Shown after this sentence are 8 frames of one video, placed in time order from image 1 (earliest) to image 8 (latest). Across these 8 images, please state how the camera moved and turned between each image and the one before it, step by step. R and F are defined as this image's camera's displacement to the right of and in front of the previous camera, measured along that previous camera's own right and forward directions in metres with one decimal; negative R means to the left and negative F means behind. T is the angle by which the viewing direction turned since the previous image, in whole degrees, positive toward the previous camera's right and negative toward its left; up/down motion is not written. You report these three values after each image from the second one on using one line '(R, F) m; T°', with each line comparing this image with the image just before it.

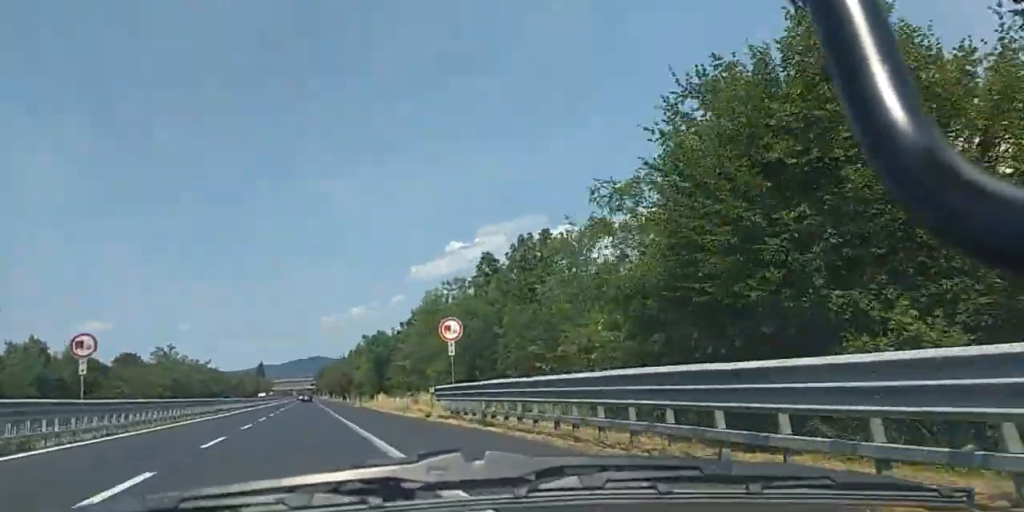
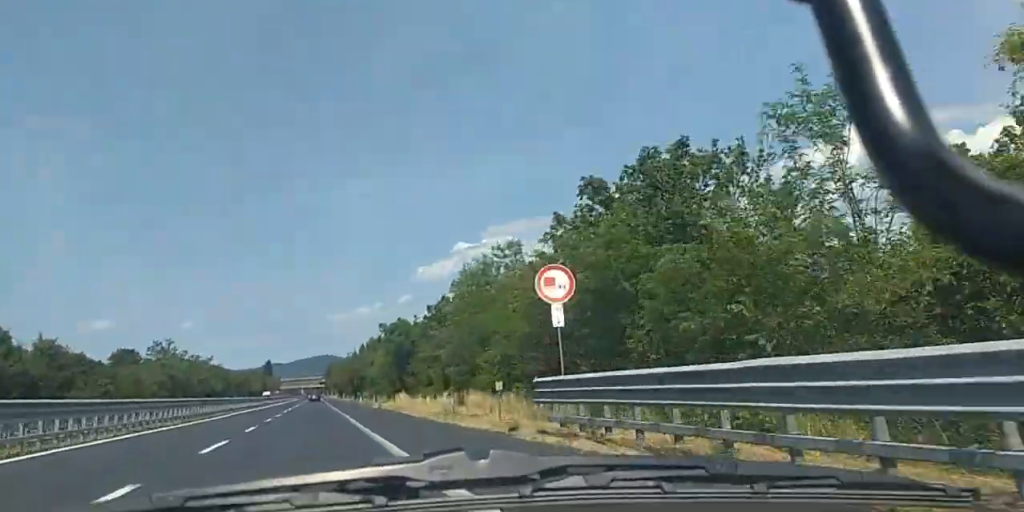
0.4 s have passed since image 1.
(+0.1, +12.6) m; 0°
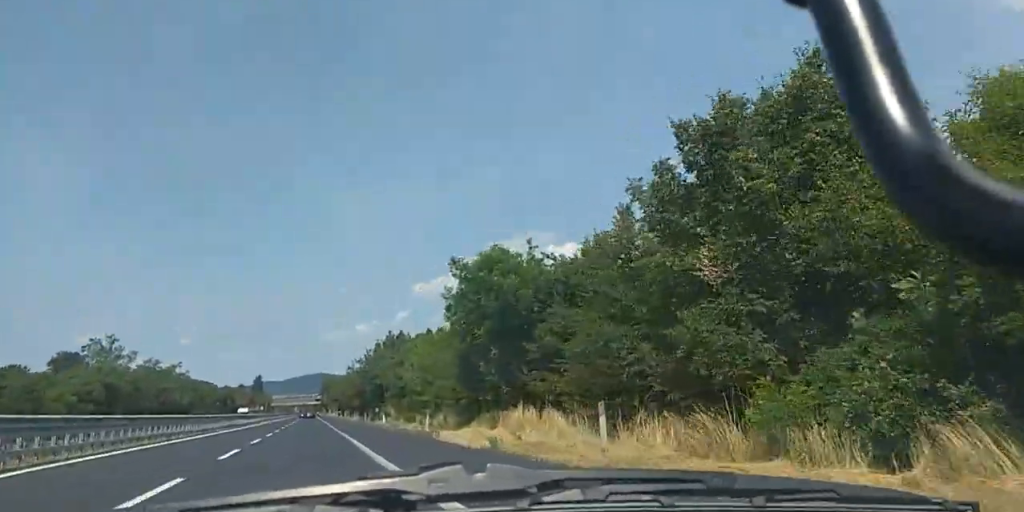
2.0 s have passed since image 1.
(0.0, +42.5) m; -1°
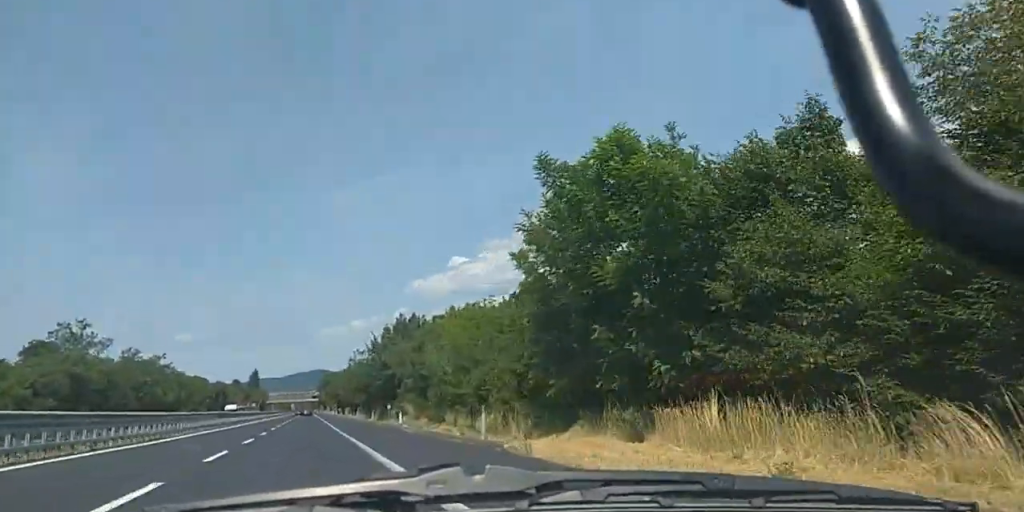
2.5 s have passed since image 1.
(+0.1, +14.5) m; -1°
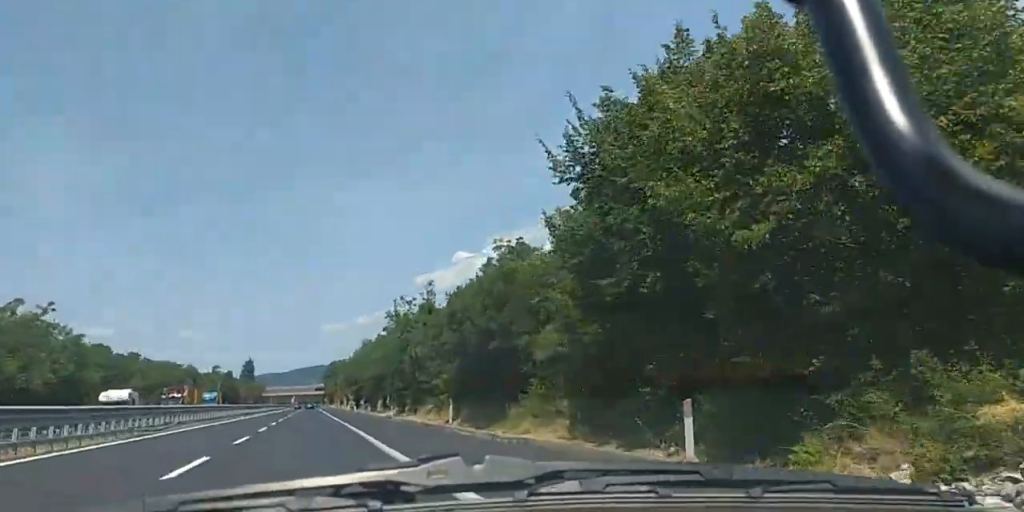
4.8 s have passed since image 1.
(-1.0, +64.3) m; -1°
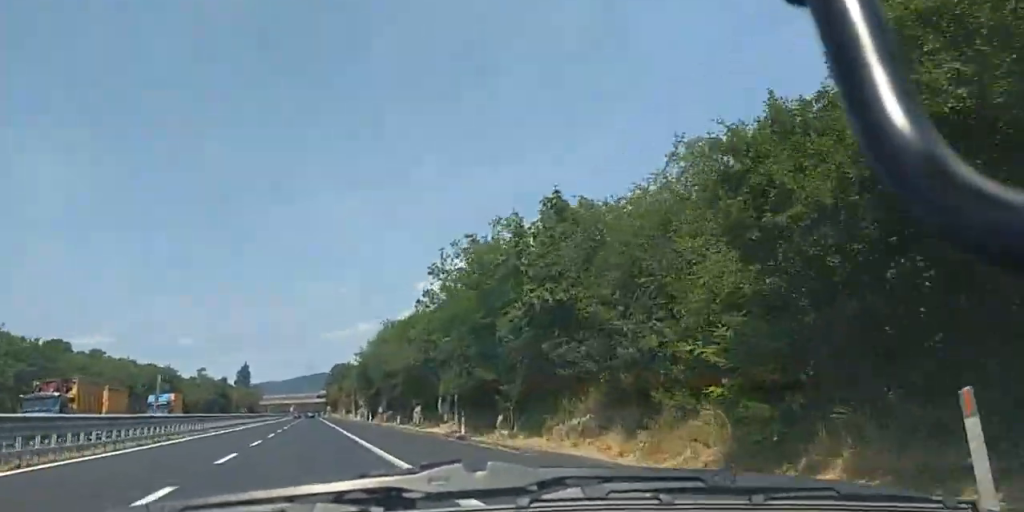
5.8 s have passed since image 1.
(0.0, +28.7) m; 0°
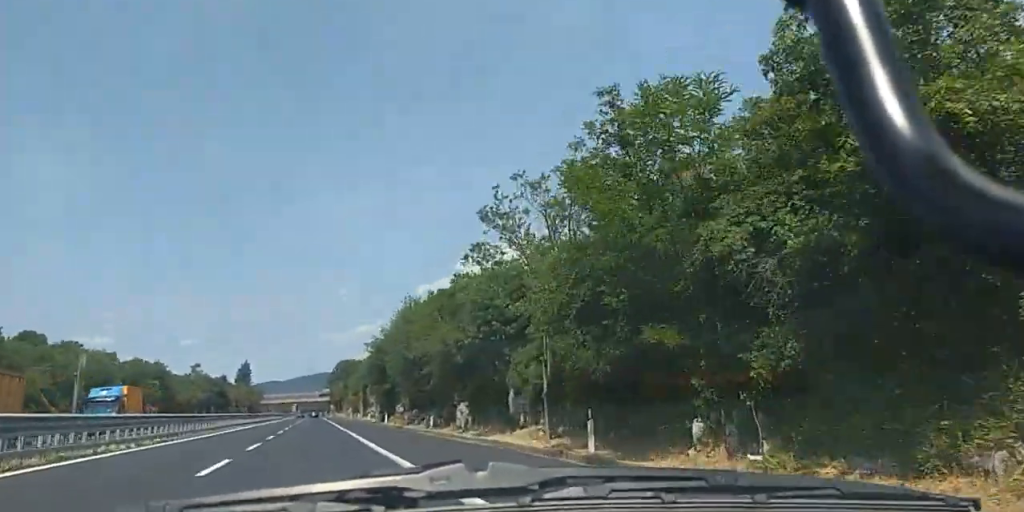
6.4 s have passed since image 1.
(+0.1, +15.3) m; 0°
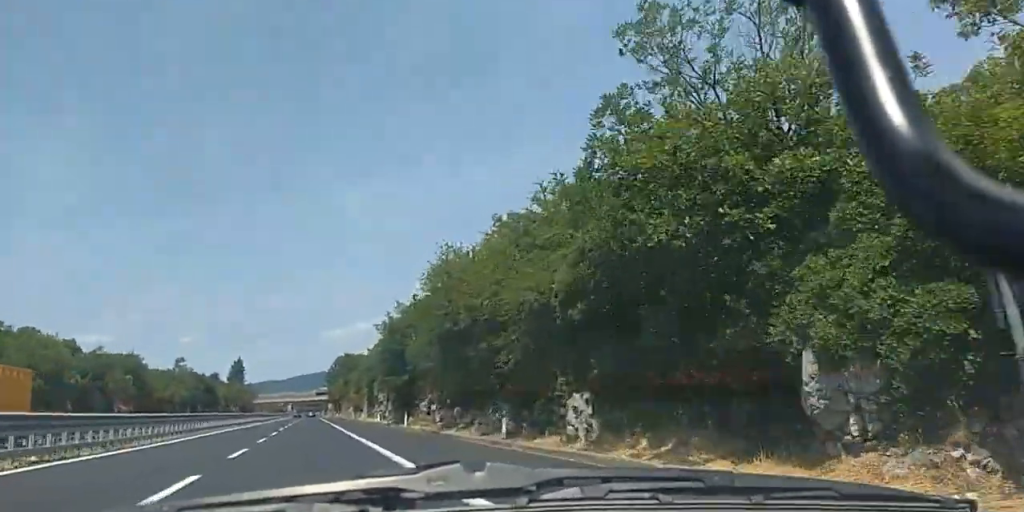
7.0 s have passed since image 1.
(-0.1, +16.3) m; 0°
